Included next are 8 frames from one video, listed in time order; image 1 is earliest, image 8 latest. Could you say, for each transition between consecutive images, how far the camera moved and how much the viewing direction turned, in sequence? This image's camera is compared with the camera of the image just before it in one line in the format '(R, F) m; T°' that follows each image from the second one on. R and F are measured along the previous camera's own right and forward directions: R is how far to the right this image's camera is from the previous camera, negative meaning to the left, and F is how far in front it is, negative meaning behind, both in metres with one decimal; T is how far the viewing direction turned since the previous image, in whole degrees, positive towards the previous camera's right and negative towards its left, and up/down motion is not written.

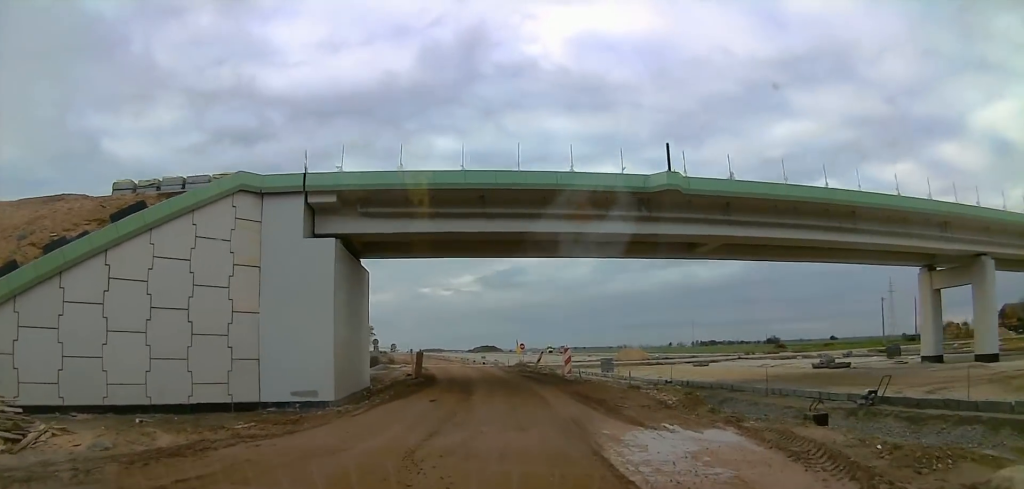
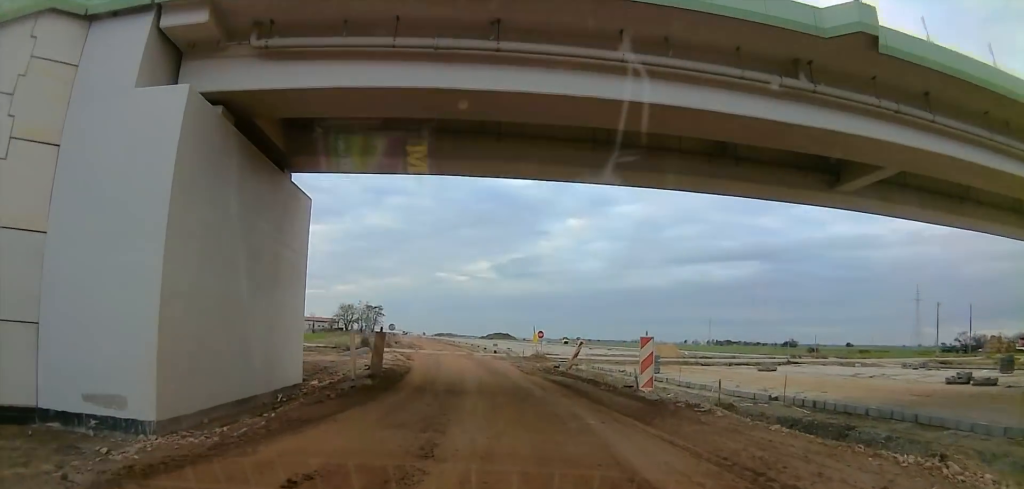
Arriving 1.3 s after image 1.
(0.0, +12.1) m; 0°
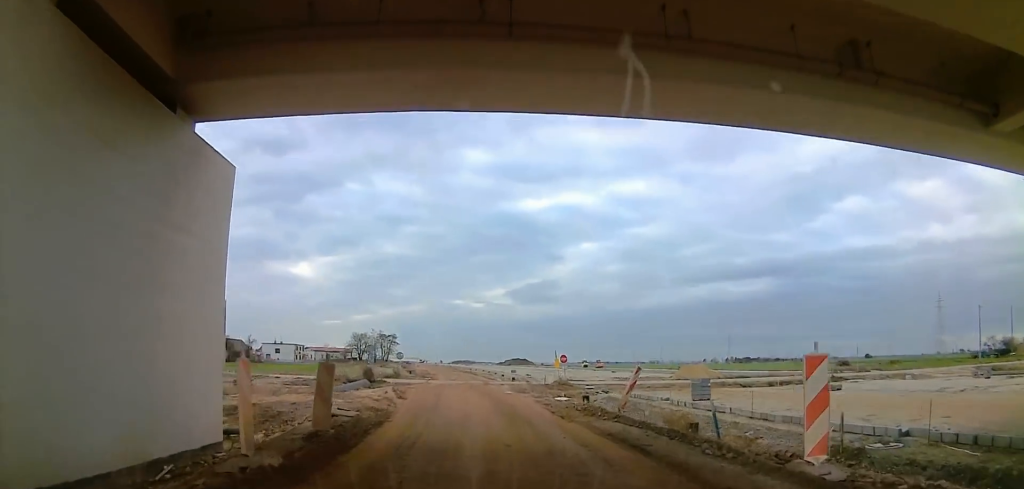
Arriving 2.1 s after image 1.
(0.0, +6.9) m; -1°
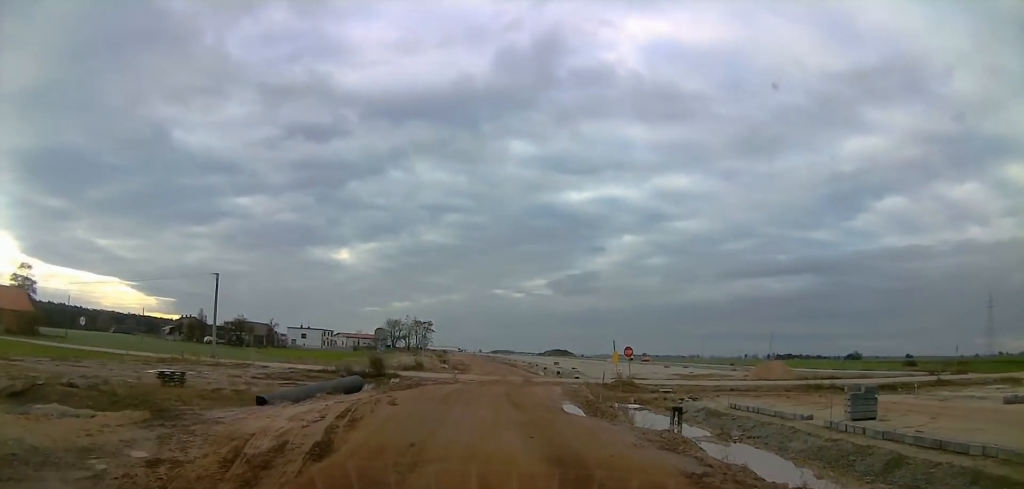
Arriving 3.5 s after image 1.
(-0.4, +12.5) m; -1°
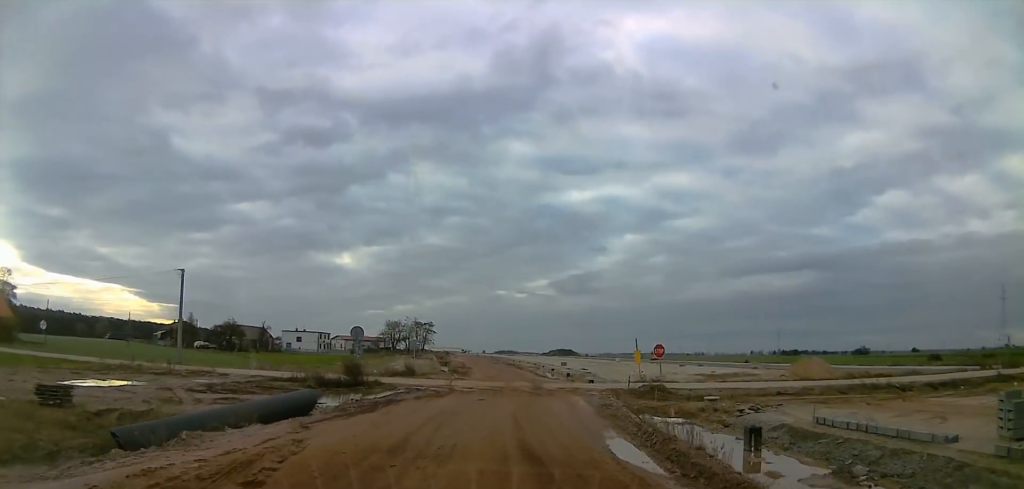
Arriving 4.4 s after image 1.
(+0.3, +7.8) m; +2°
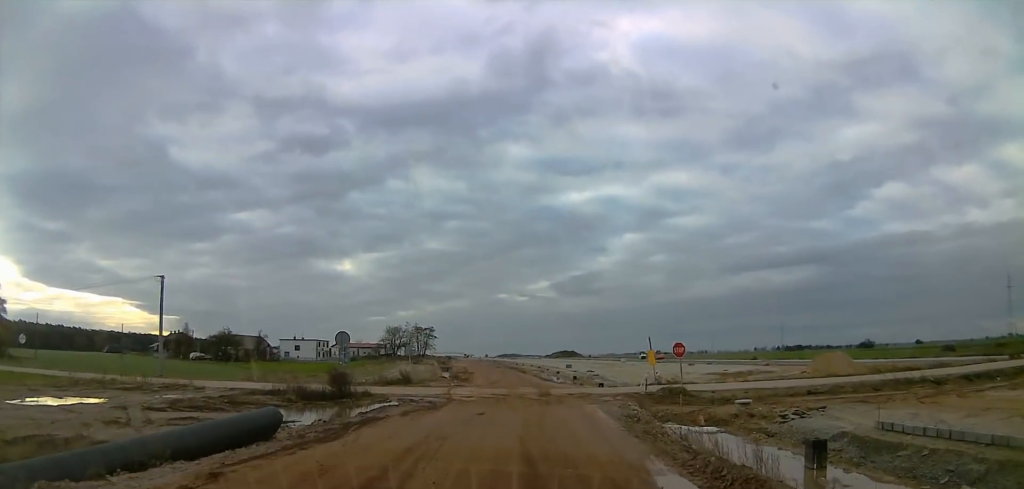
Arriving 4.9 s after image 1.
(0.0, +4.0) m; -1°
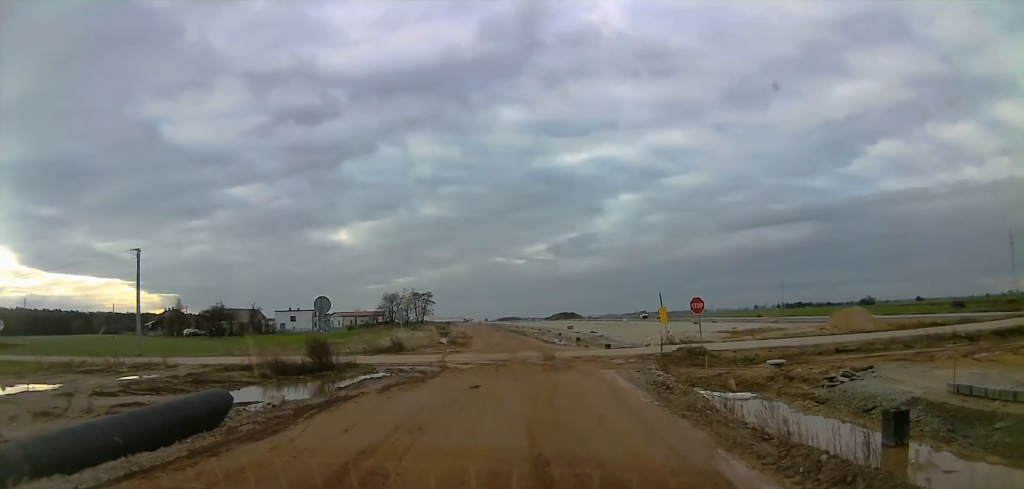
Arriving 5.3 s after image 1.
(+0.1, +3.7) m; -1°
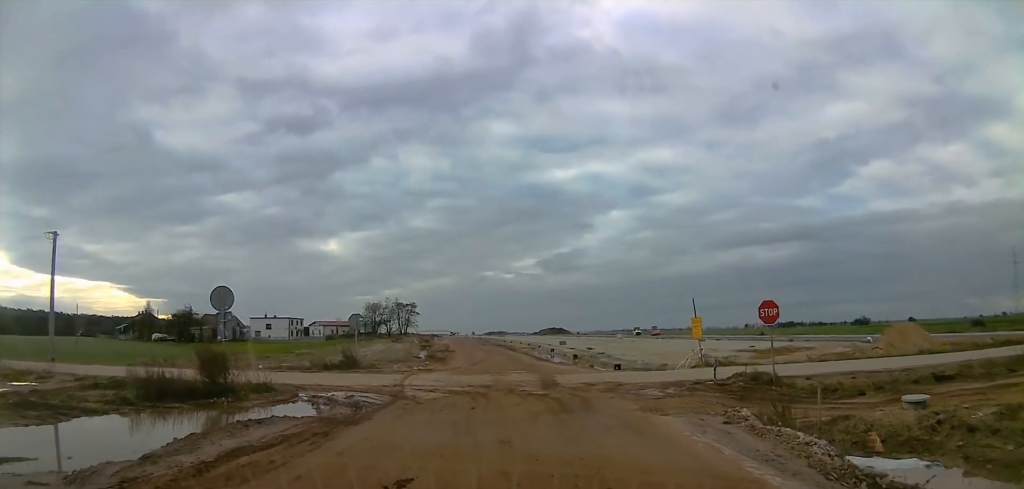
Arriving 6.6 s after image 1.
(-0.3, +10.0) m; -1°
